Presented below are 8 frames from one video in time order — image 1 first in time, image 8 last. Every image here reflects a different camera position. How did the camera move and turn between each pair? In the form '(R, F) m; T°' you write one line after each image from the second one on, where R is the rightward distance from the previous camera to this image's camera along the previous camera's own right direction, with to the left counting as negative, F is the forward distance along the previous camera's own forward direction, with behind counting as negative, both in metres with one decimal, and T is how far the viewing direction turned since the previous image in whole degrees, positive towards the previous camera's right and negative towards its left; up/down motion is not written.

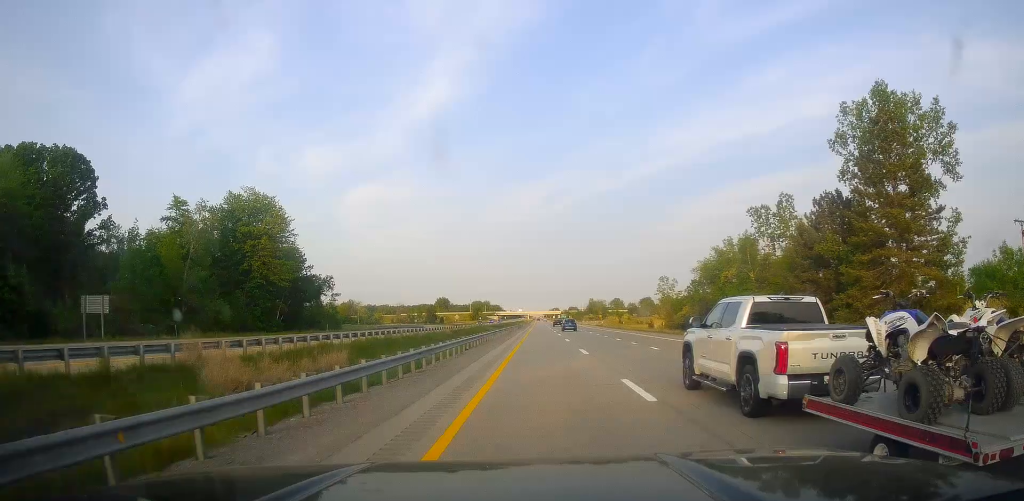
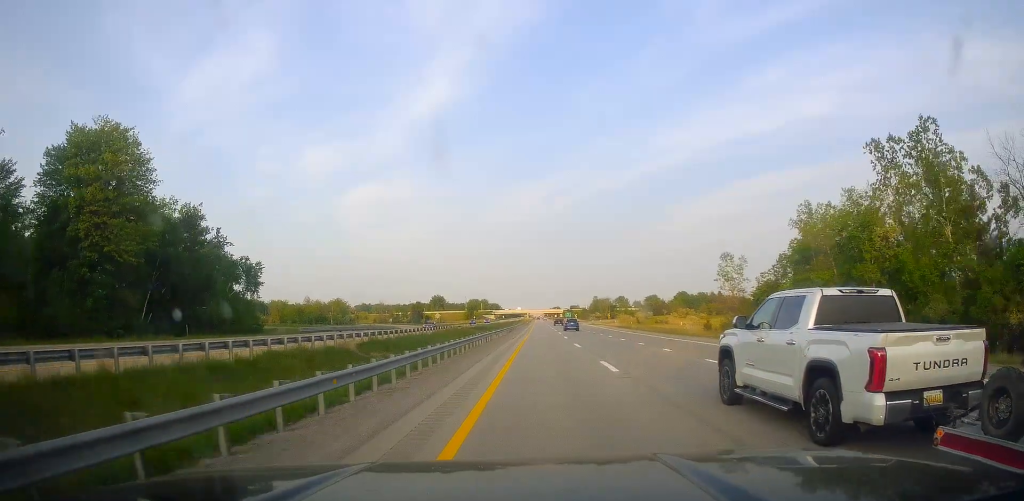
(+0.1, +39.7) m; 0°
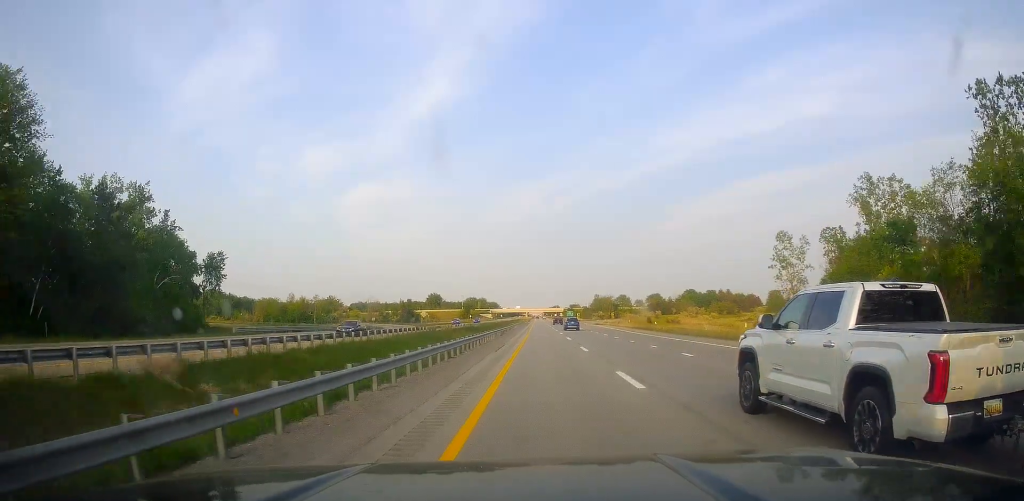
(+0.1, +19.1) m; 0°
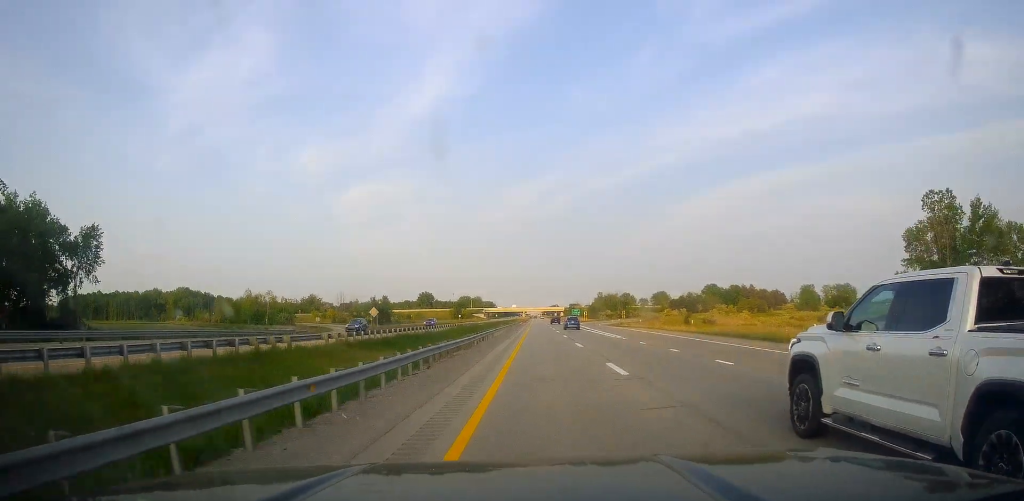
(-0.3, +42.9) m; 0°
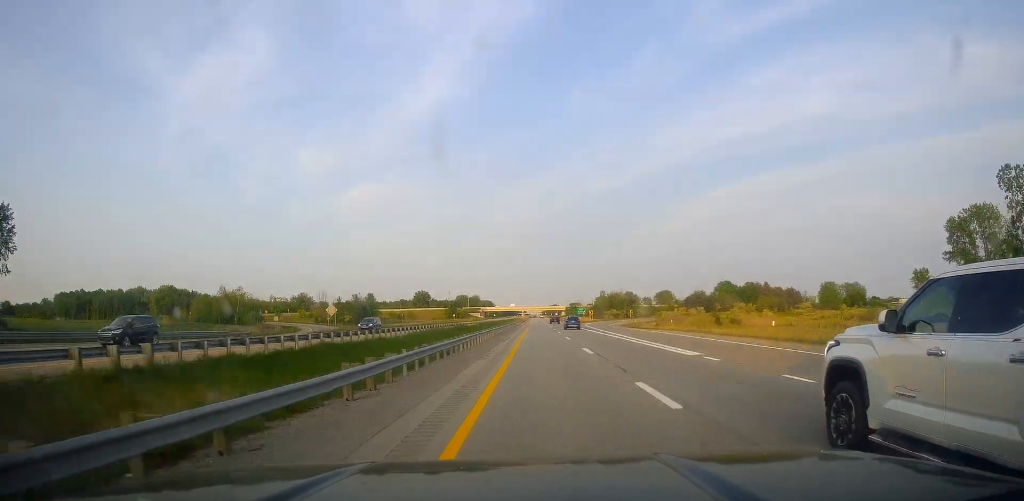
(+0.2, +21.4) m; +1°
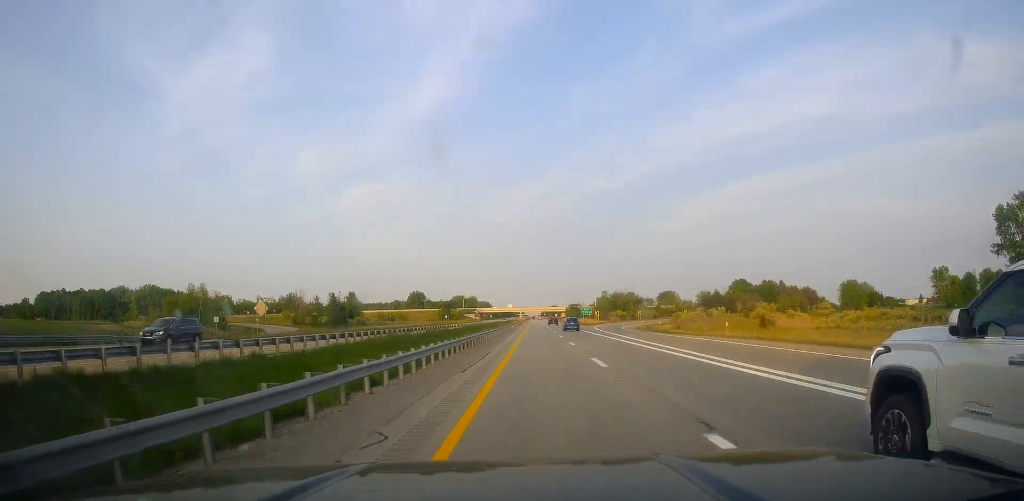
(0.0, +21.3) m; 0°
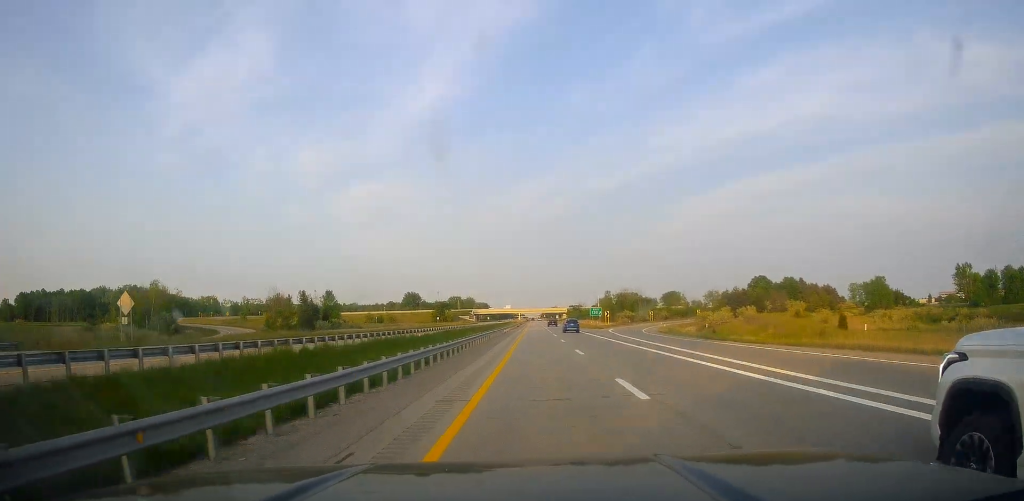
(0.0, +22.5) m; 0°
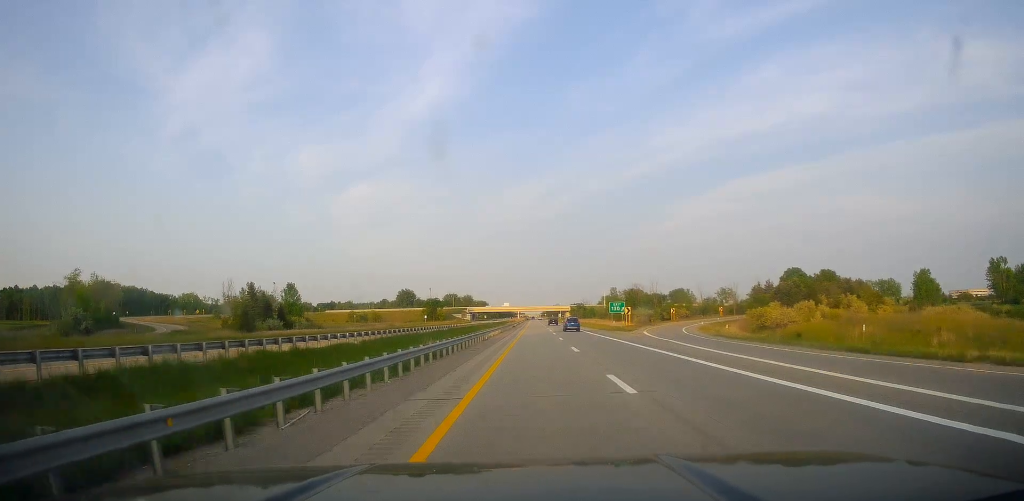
(-0.5, +29.5) m; +1°
